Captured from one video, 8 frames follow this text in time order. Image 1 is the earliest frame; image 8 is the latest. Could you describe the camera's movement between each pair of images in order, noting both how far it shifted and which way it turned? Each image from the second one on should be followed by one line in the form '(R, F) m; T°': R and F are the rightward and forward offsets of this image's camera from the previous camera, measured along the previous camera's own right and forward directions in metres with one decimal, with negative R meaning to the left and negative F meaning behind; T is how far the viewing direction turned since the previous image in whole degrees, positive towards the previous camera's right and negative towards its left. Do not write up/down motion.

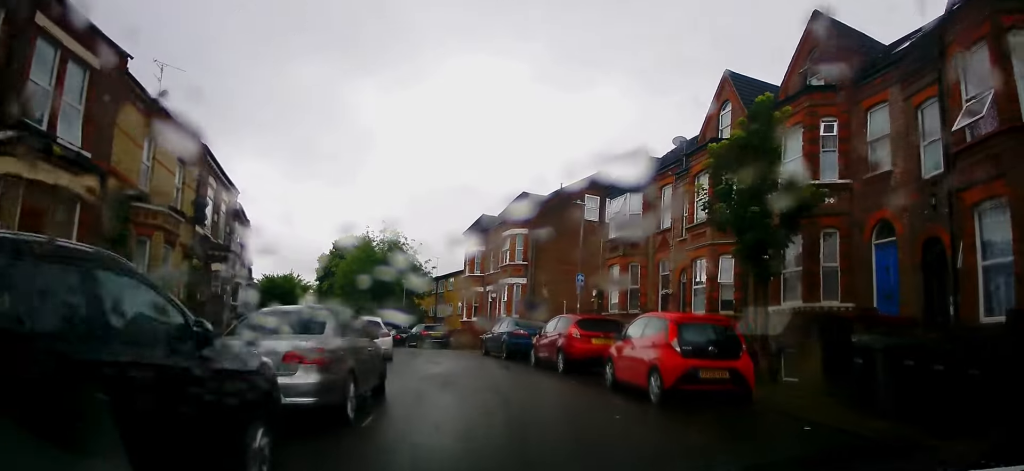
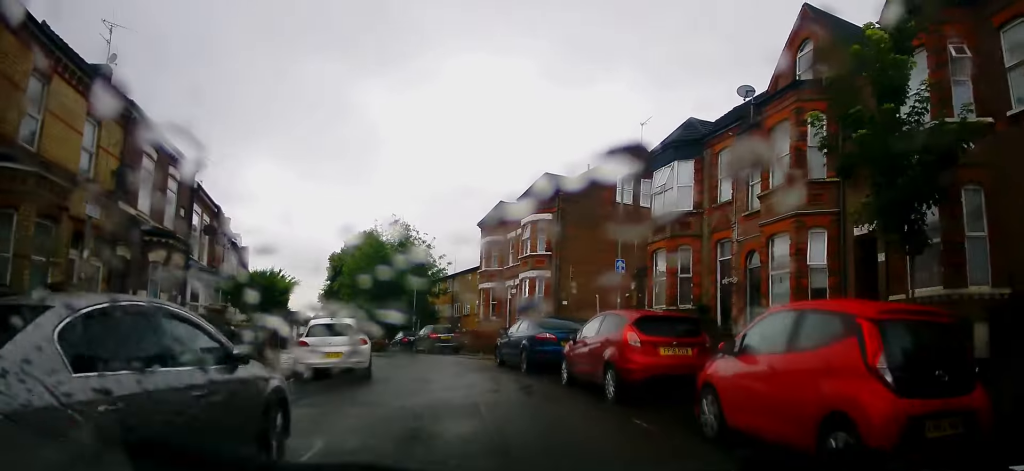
(+0.2, +5.2) m; -2°
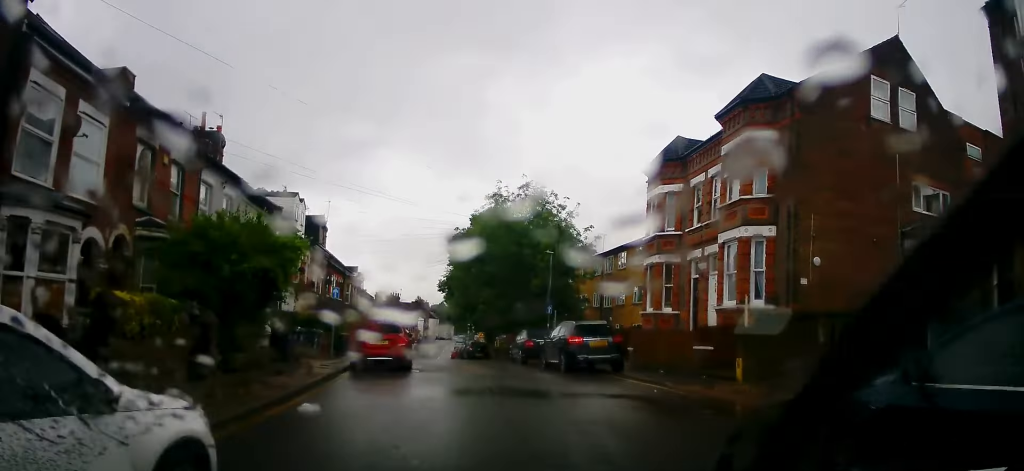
(-1.6, +14.1) m; -13°
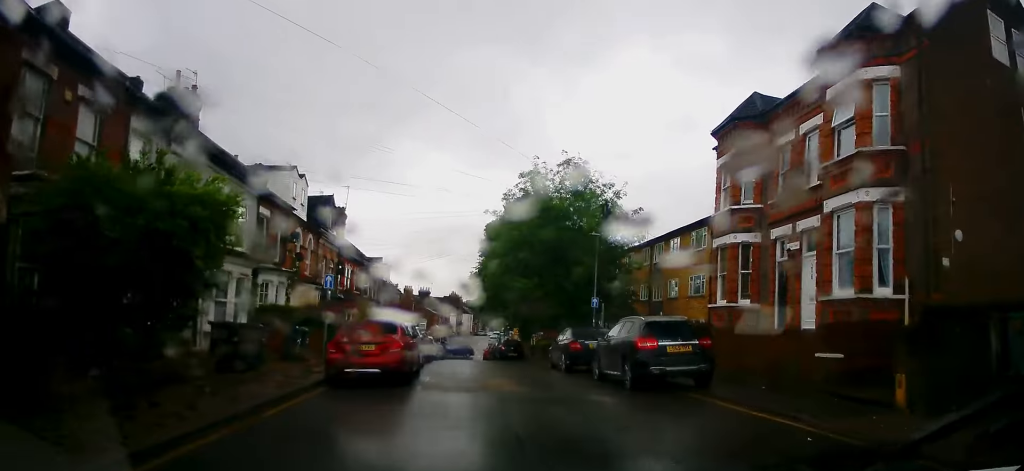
(-0.4, +5.3) m; -2°
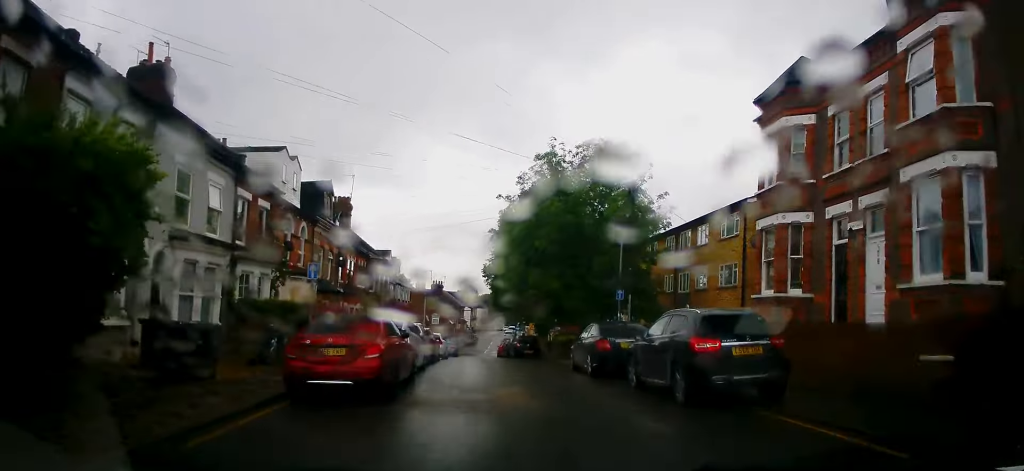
(+0.1, +3.0) m; -2°
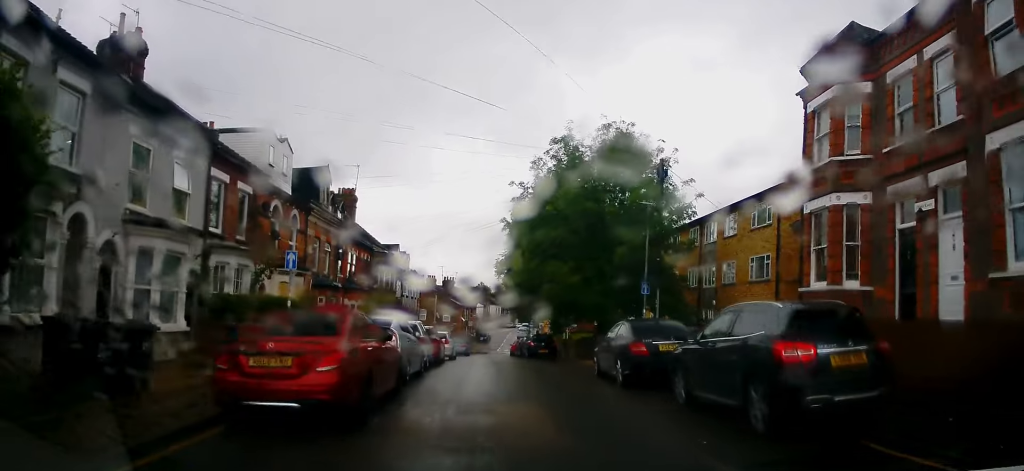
(+0.2, +2.4) m; -2°
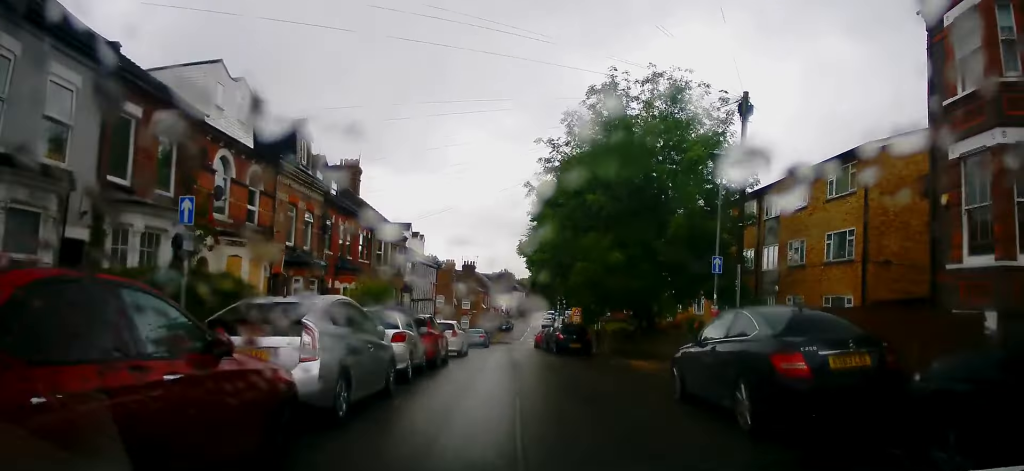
(-0.6, +5.8) m; -1°
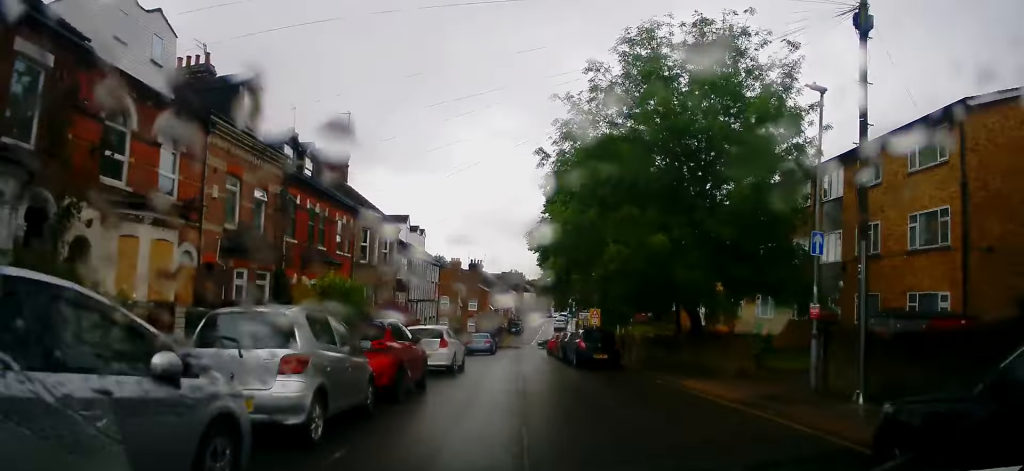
(+0.4, +5.7) m; 0°
